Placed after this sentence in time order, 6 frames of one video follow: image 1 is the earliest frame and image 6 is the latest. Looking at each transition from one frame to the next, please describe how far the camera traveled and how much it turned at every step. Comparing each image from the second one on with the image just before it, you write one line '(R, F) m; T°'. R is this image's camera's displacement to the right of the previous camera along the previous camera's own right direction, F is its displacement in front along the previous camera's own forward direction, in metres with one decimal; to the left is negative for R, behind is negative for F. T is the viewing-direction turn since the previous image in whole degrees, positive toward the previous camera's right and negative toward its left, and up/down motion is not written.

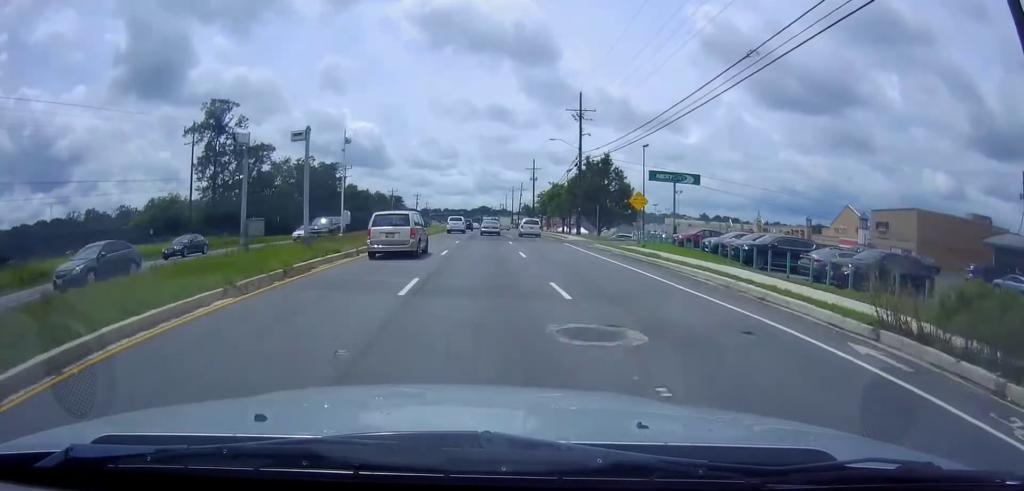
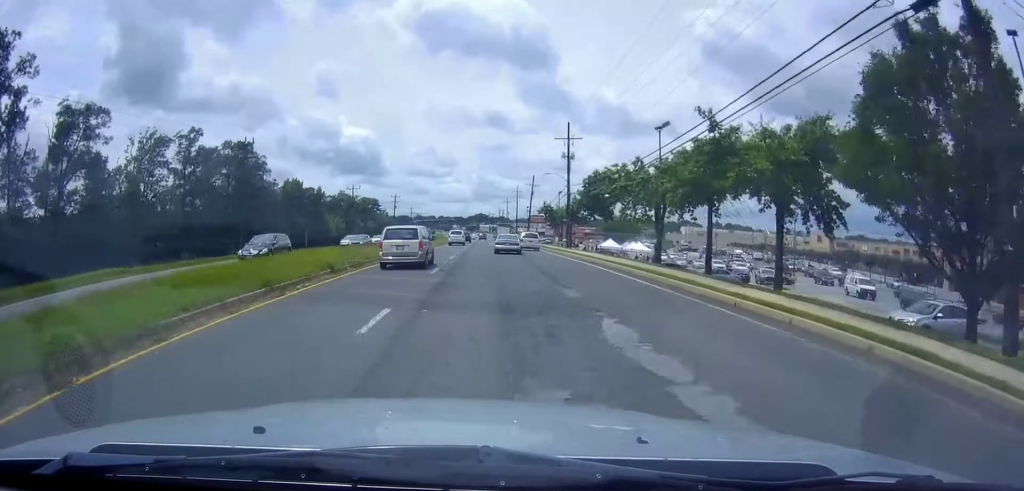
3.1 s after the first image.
(0.0, +50.8) m; 0°
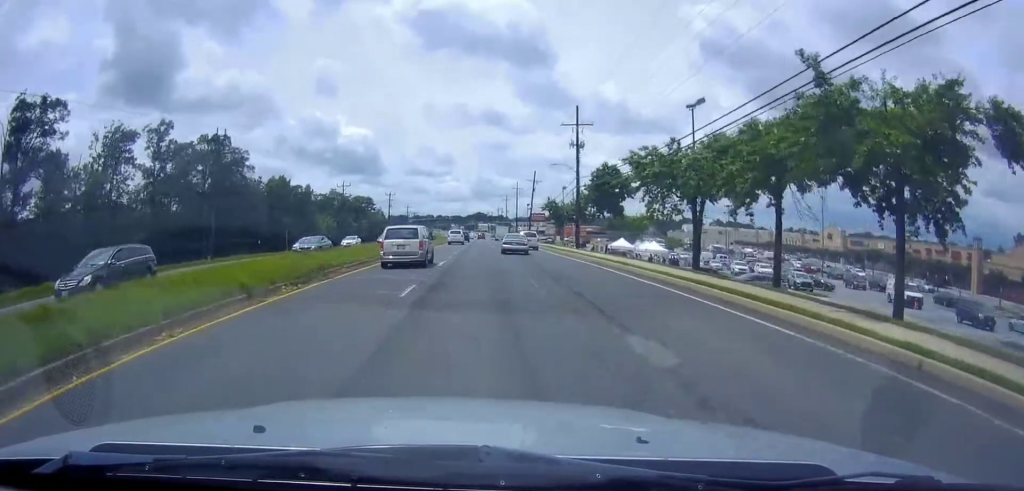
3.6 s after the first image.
(0.0, +8.0) m; 0°
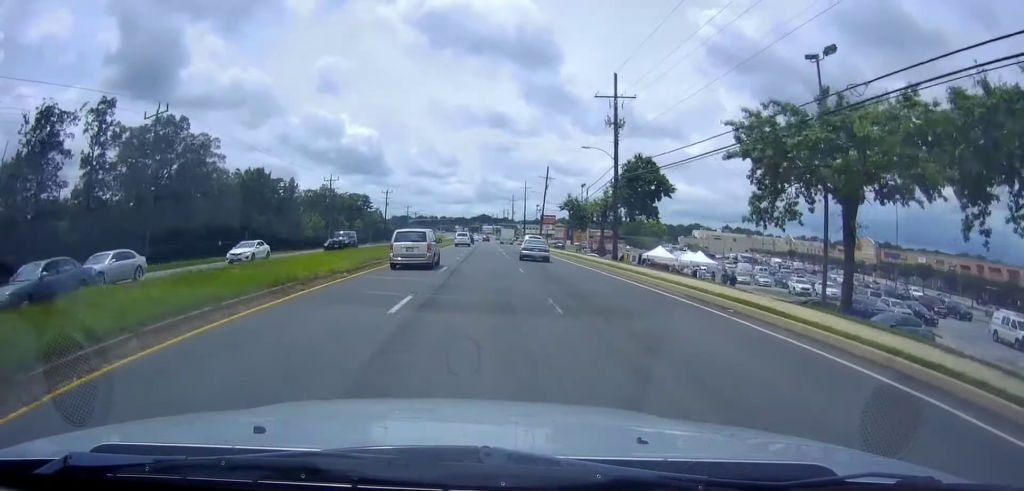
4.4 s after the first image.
(+0.1, +14.6) m; +1°
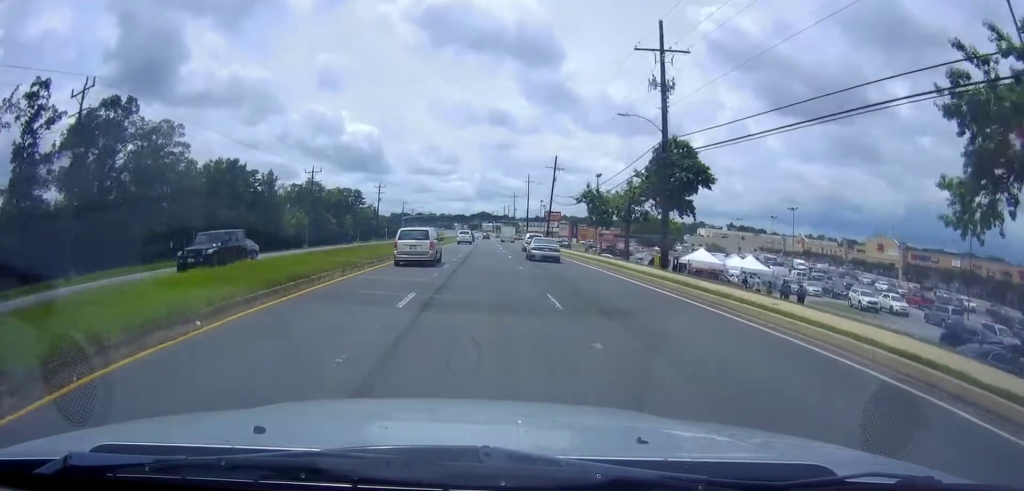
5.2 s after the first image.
(+0.2, +12.0) m; 0°
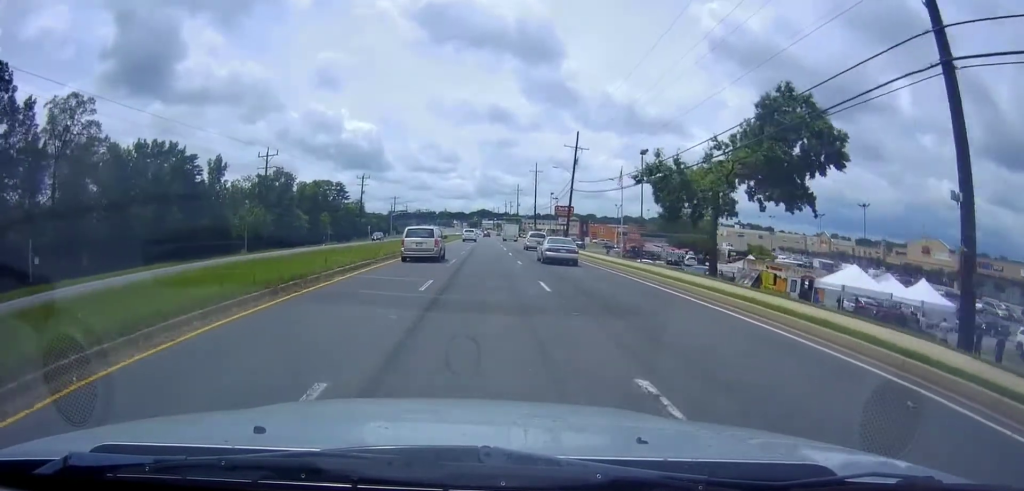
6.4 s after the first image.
(-0.4, +21.3) m; -1°
